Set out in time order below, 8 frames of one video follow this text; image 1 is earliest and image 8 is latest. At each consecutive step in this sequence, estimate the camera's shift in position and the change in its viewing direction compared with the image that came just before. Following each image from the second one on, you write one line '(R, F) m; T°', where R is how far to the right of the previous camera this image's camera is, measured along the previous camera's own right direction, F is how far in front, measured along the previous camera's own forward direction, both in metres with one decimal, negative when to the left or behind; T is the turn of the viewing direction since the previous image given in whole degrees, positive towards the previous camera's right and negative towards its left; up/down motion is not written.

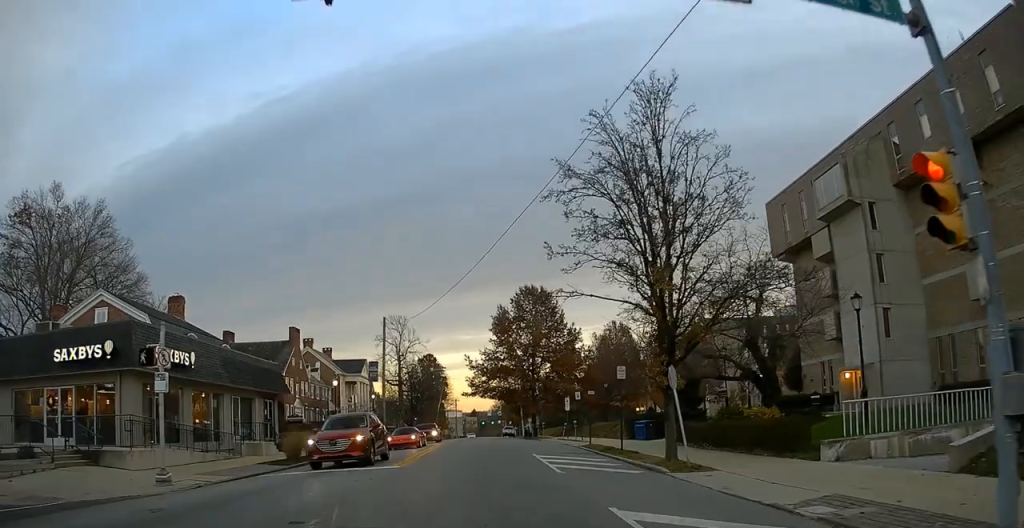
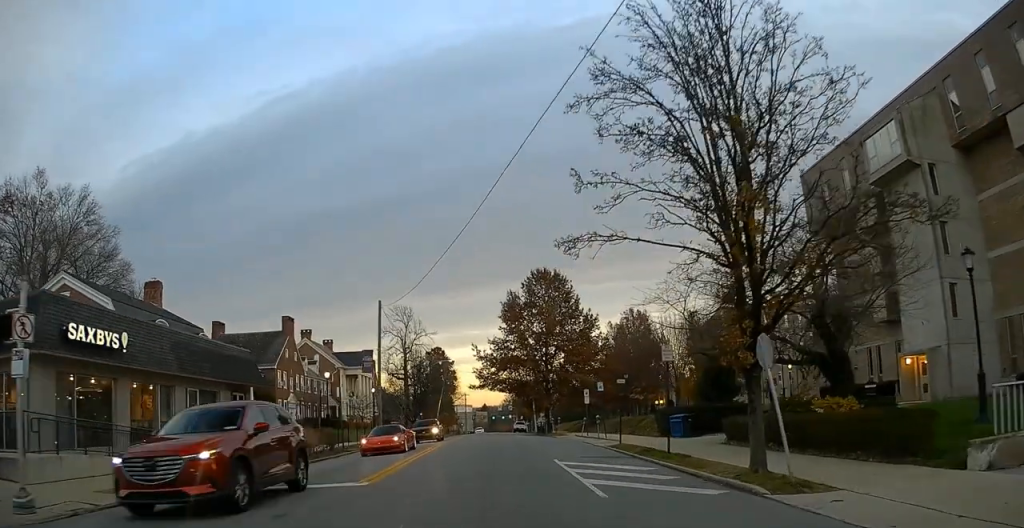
(+0.1, +4.3) m; +2°
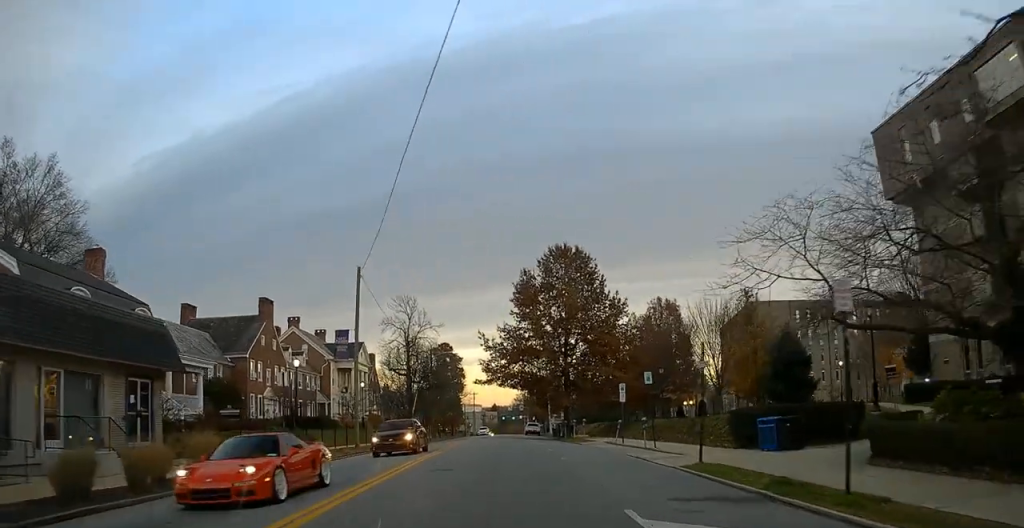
(-0.1, +9.2) m; -1°
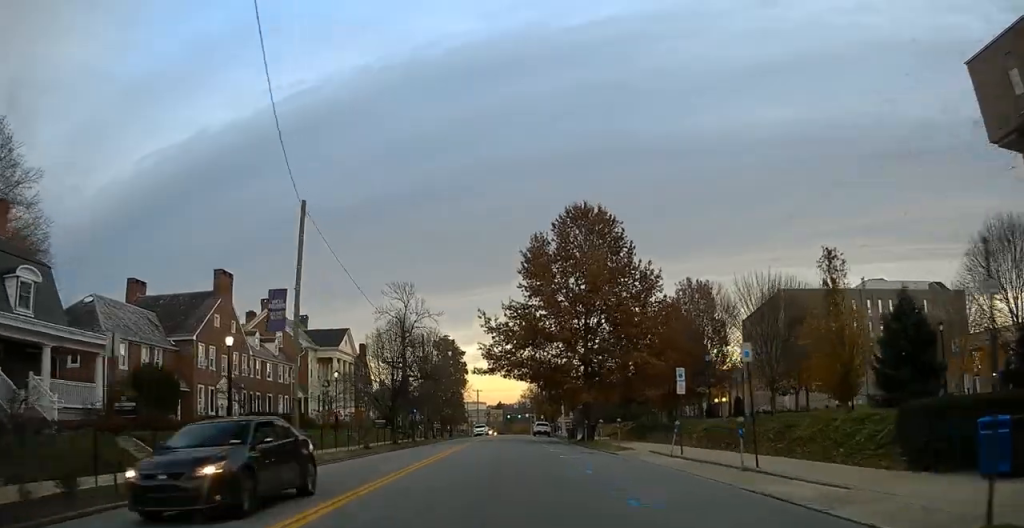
(+0.1, +10.5) m; 0°
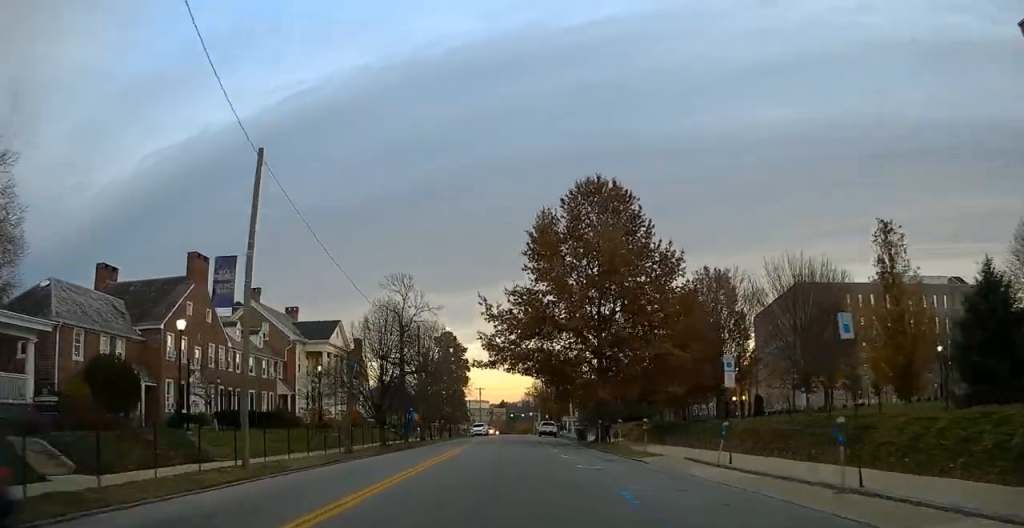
(0.0, +5.1) m; 0°
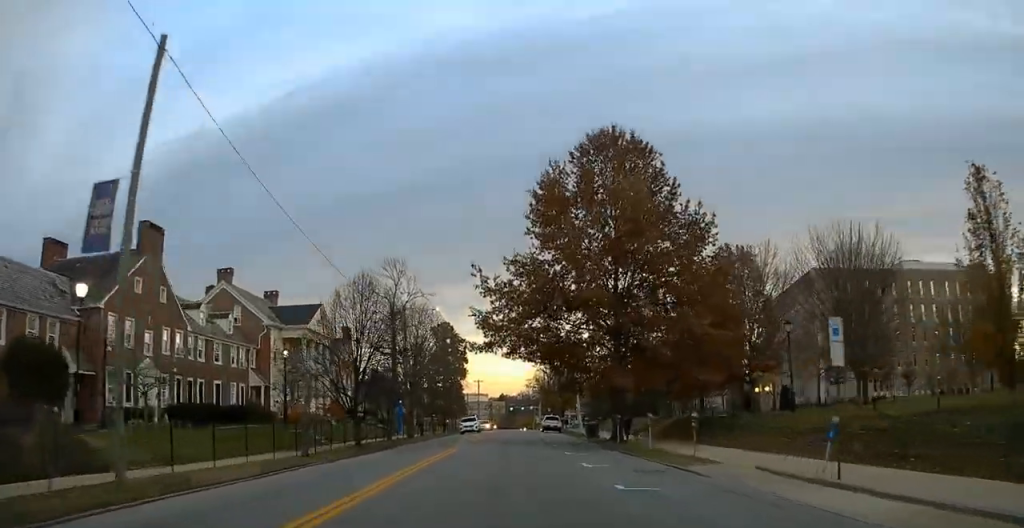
(0.0, +6.6) m; 0°
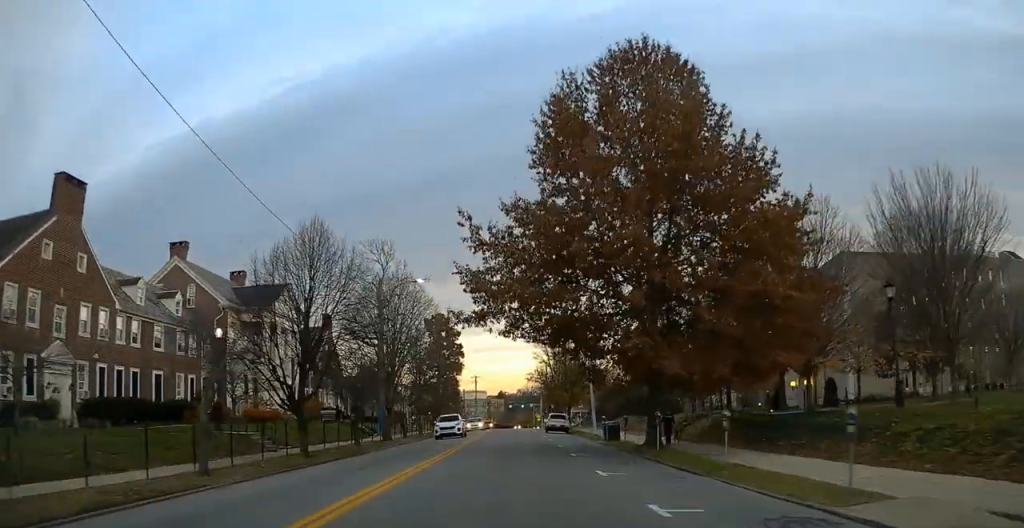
(0.0, +8.8) m; +1°
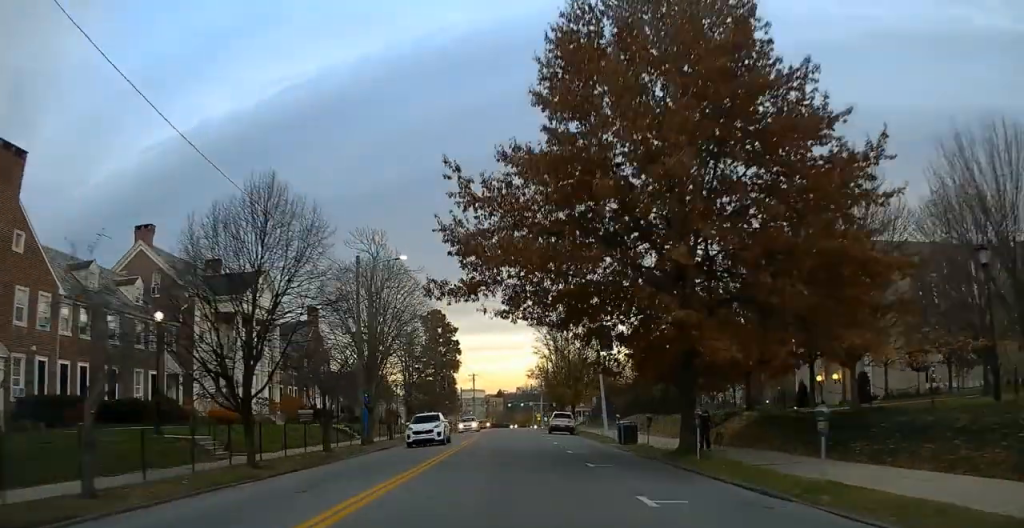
(0.0, +5.2) m; +1°
